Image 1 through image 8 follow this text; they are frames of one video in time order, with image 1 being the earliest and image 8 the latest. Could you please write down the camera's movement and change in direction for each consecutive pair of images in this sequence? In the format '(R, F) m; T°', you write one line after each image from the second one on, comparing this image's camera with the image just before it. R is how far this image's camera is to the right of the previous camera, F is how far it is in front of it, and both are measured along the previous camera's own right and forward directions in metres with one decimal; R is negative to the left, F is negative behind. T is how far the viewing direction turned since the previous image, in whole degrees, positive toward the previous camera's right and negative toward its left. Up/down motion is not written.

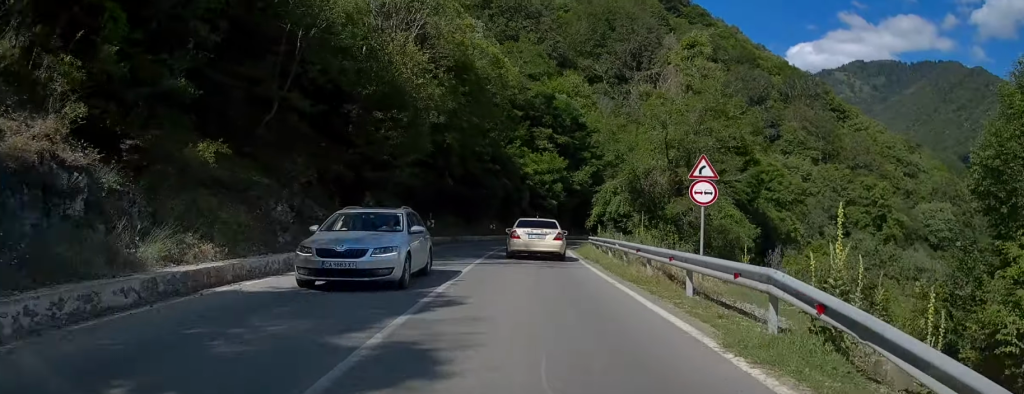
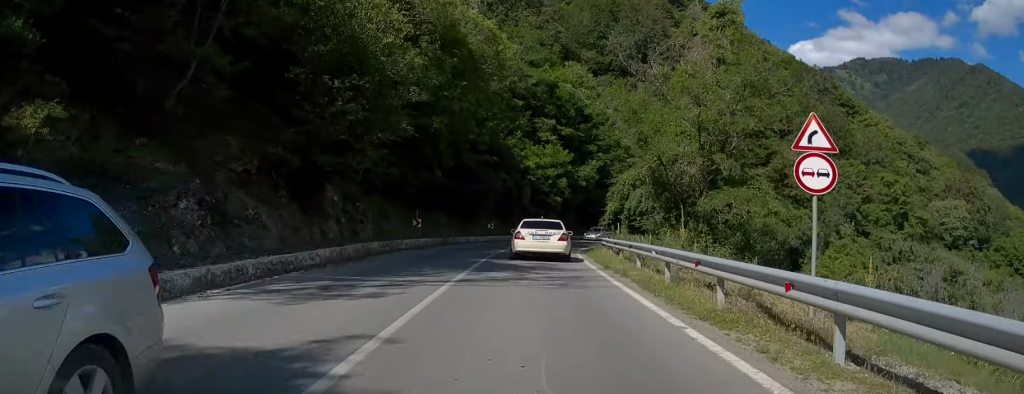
(+0.1, +5.6) m; +1°
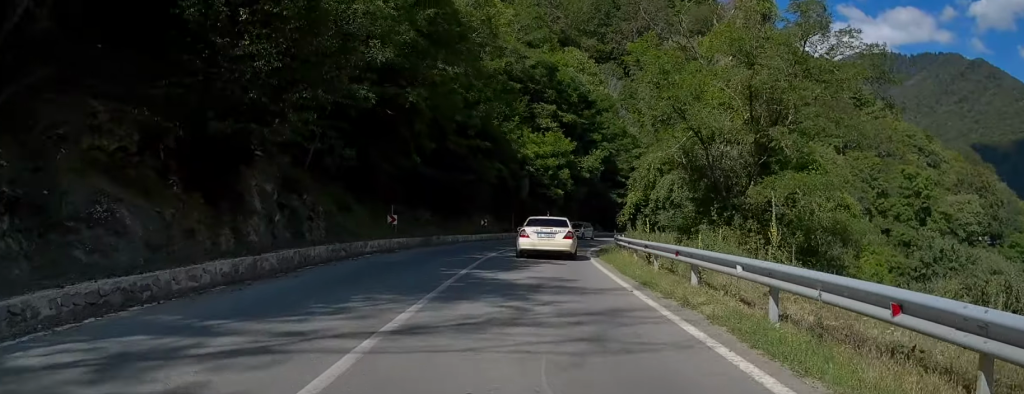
(0.0, +6.0) m; +1°
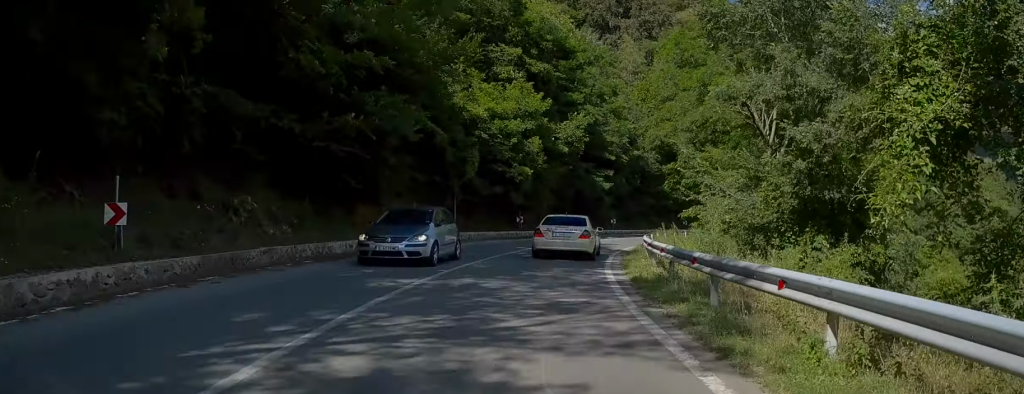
(+0.7, +18.4) m; +6°
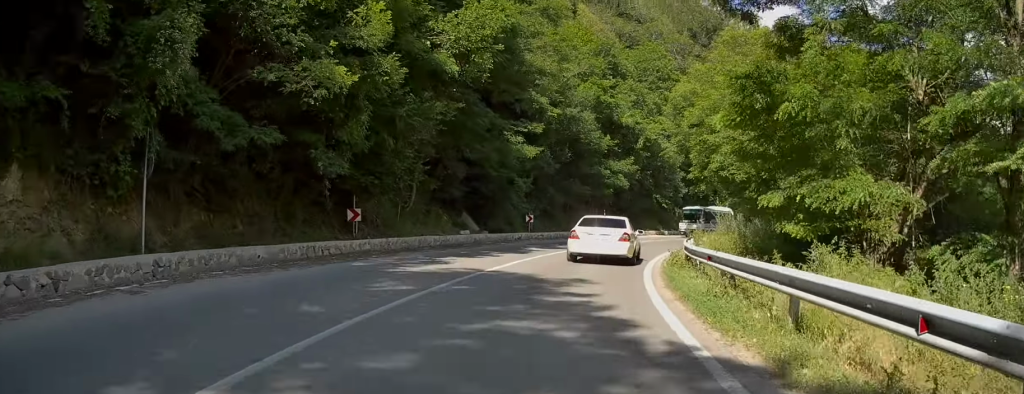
(+1.7, +22.6) m; +7°
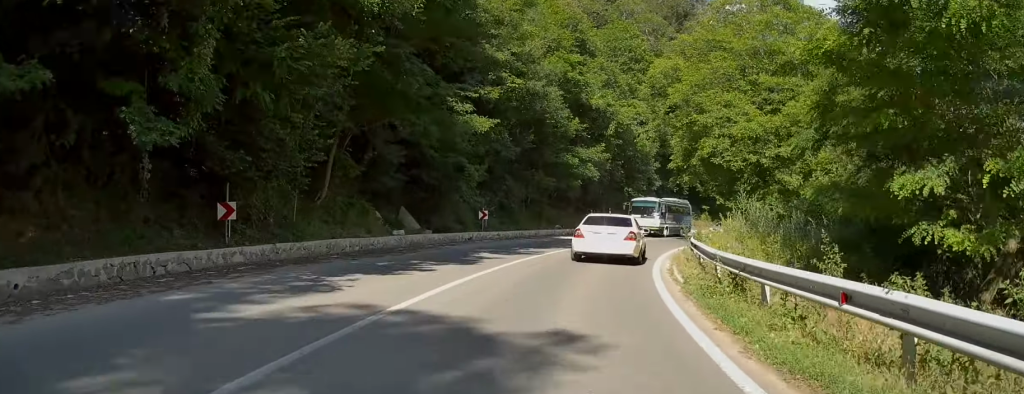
(0.0, +6.7) m; +2°
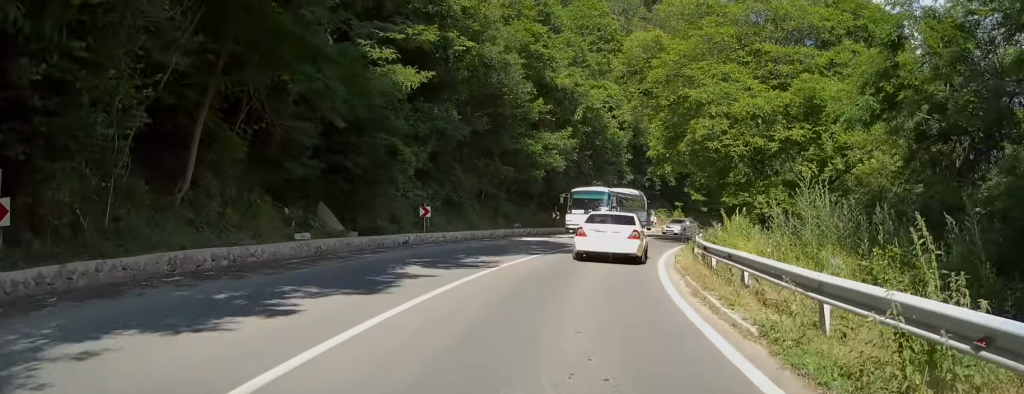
(-0.2, +6.2) m; +2°
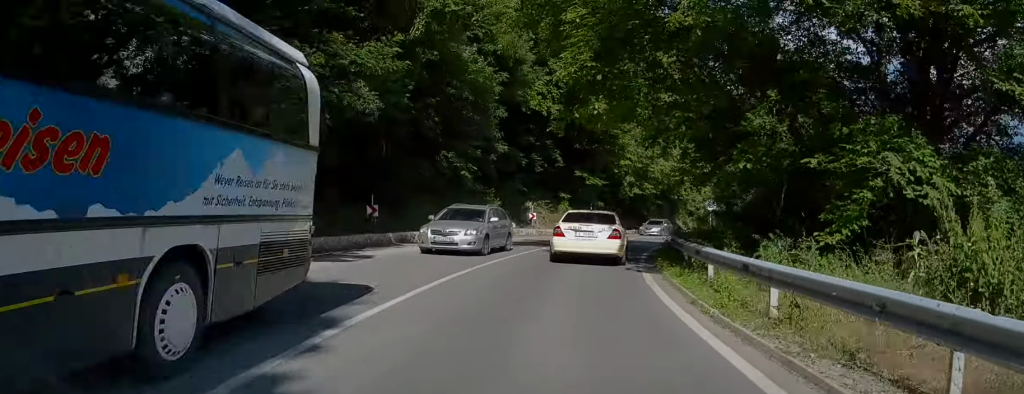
(+2.2, +19.1) m; +12°
